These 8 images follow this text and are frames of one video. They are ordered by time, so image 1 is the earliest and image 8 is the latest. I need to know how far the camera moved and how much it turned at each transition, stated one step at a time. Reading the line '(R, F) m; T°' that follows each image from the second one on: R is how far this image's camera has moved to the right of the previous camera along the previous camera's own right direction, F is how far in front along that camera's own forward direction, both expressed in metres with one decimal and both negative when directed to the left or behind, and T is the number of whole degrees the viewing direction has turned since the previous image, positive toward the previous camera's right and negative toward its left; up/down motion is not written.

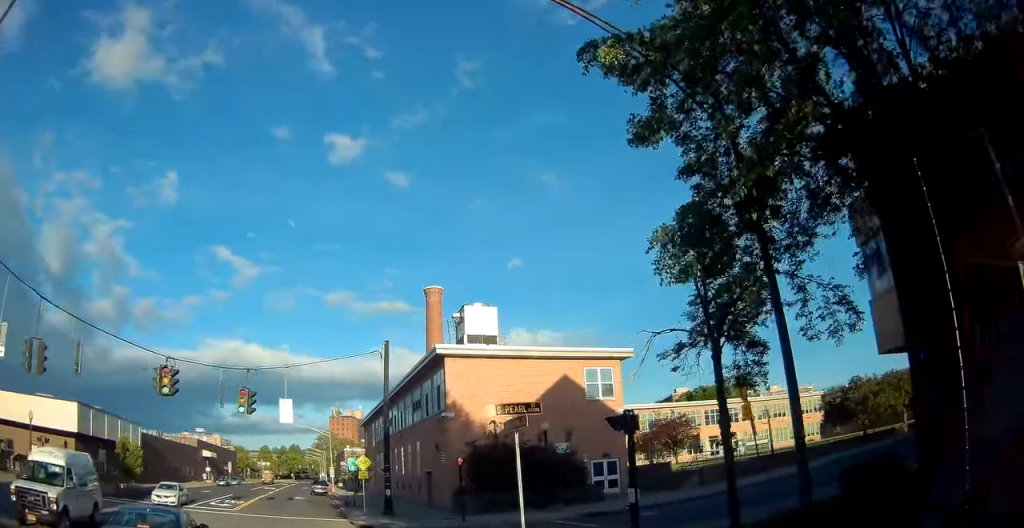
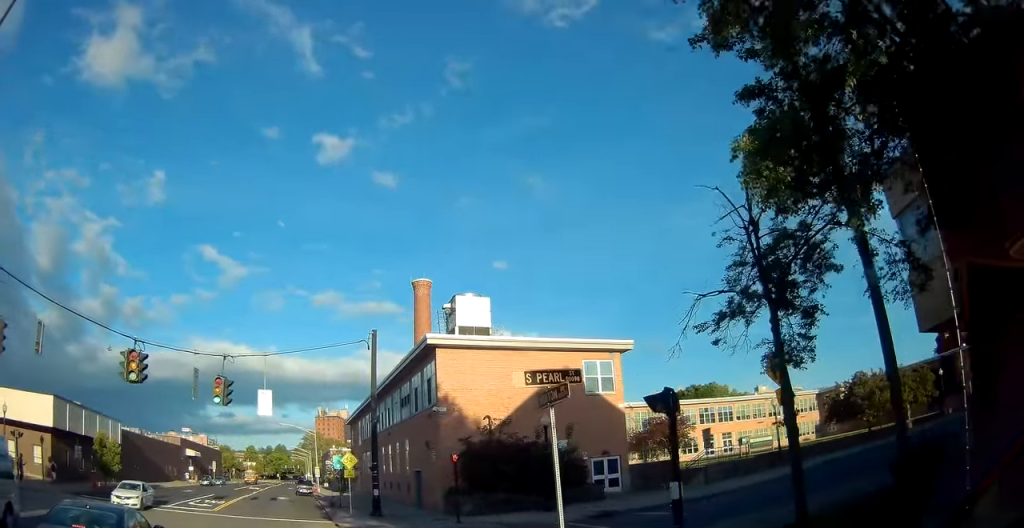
(0.0, +2.7) m; +1°
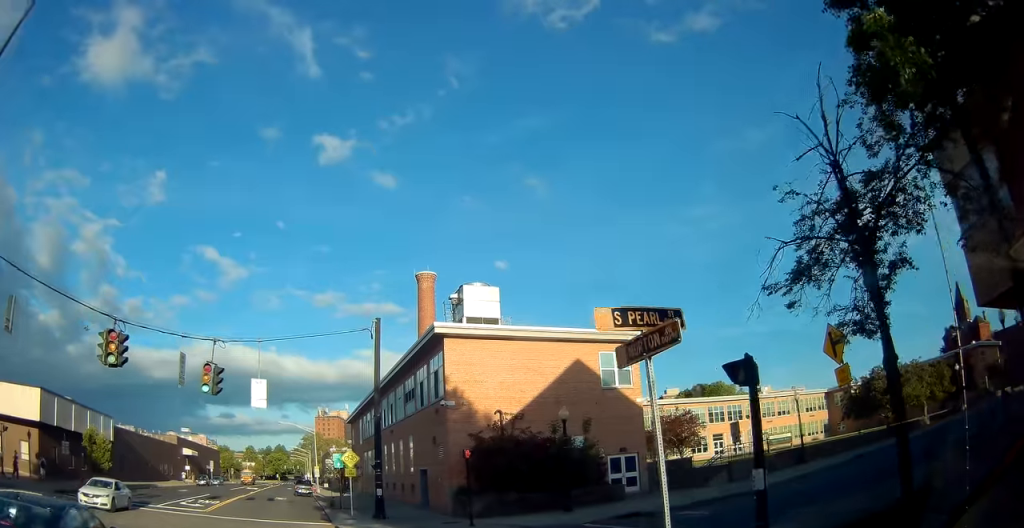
(0.0, +2.3) m; +1°
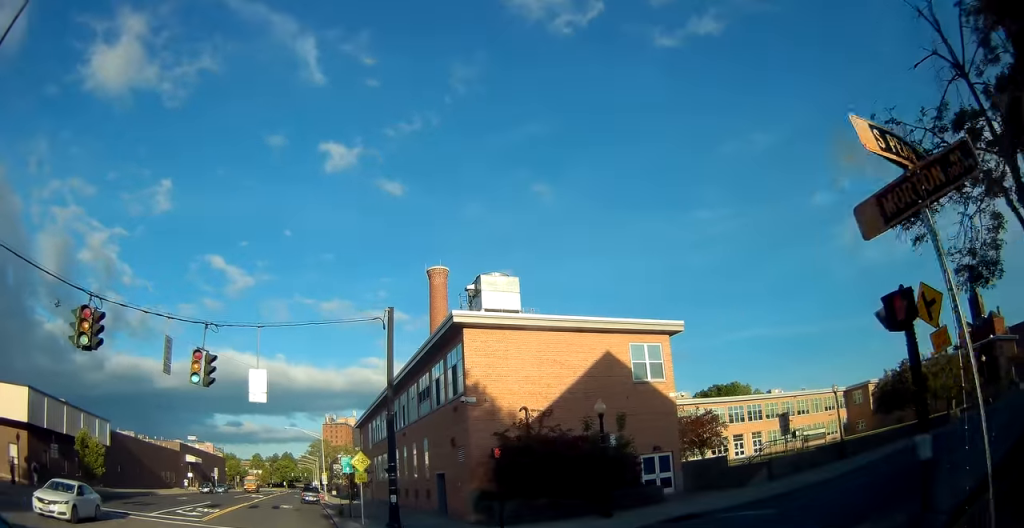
(+0.1, +3.1) m; +2°
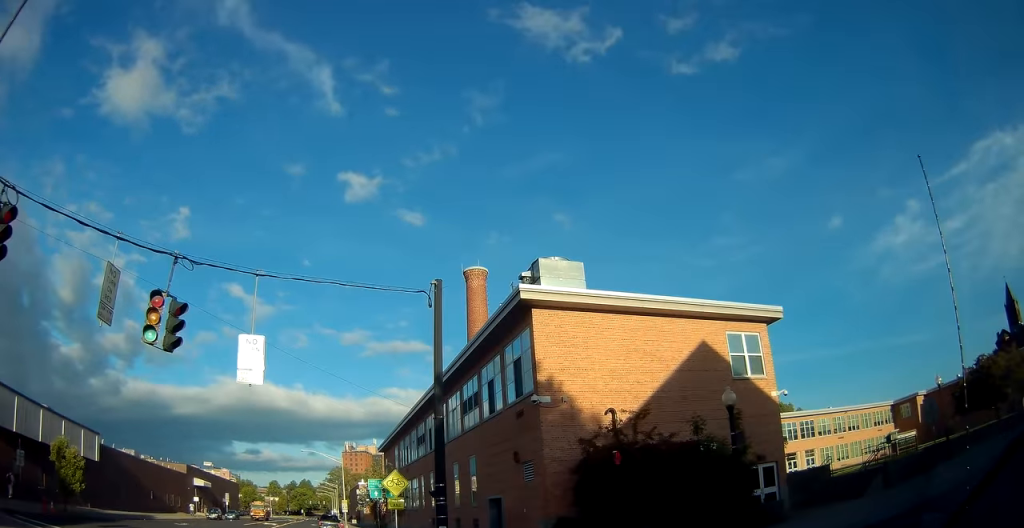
(+0.2, +5.9) m; -3°
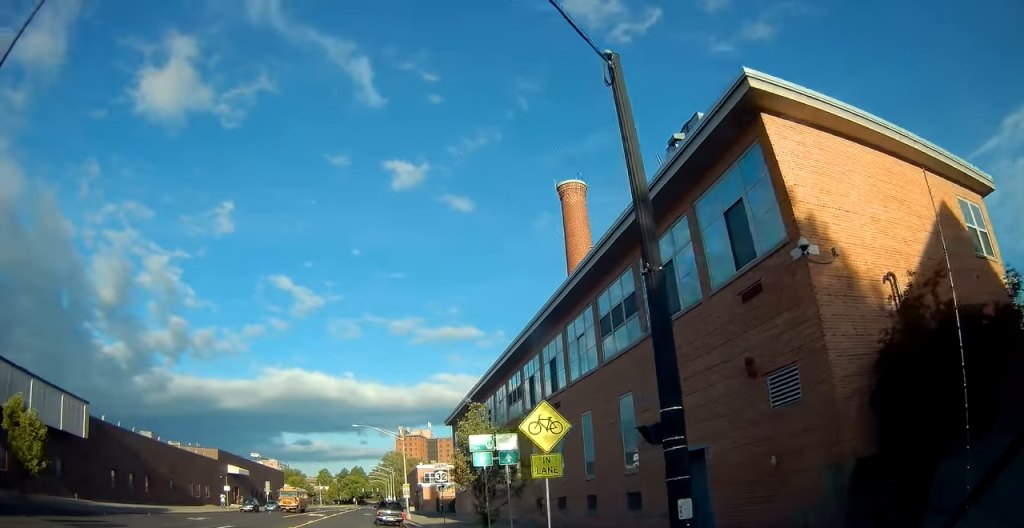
(-0.9, +9.7) m; -7°
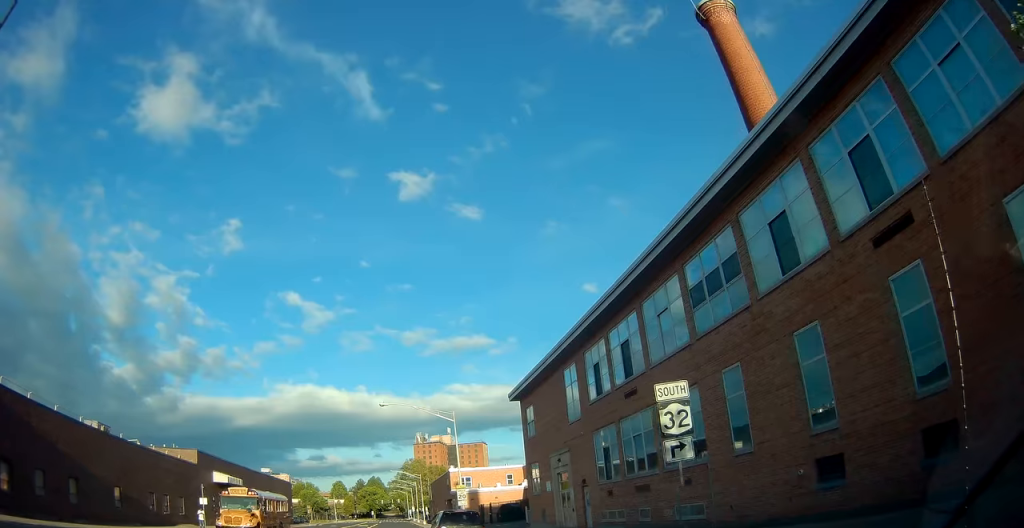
(0.0, +18.5) m; +2°
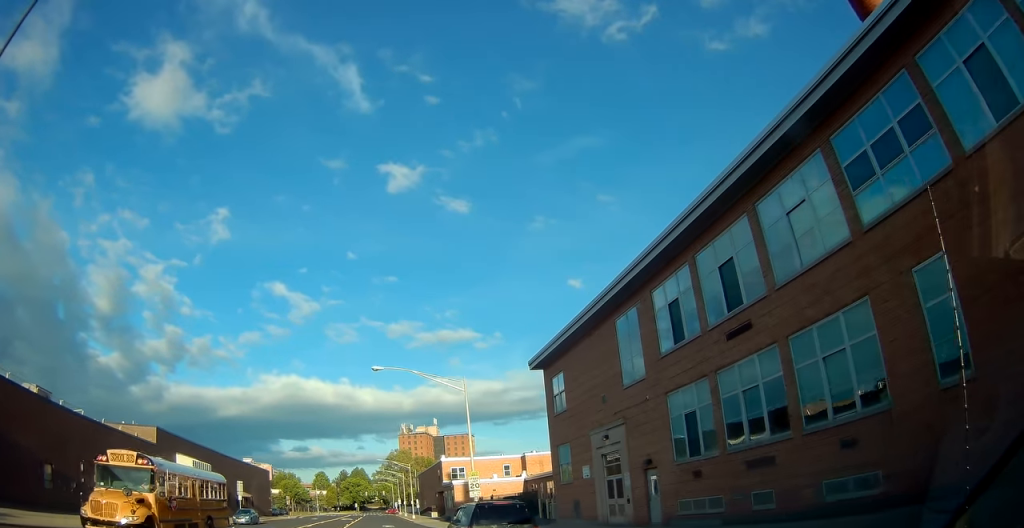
(+0.1, +8.1) m; +3°
